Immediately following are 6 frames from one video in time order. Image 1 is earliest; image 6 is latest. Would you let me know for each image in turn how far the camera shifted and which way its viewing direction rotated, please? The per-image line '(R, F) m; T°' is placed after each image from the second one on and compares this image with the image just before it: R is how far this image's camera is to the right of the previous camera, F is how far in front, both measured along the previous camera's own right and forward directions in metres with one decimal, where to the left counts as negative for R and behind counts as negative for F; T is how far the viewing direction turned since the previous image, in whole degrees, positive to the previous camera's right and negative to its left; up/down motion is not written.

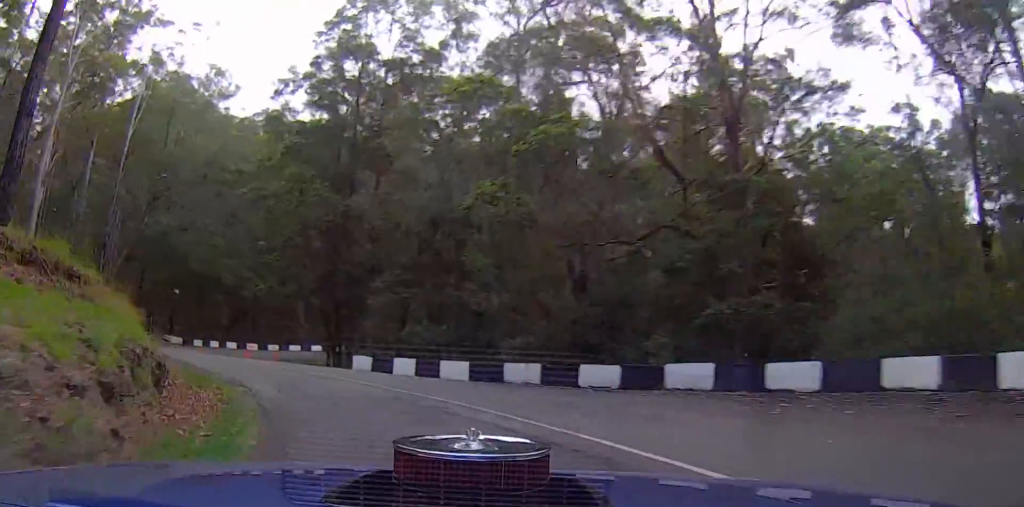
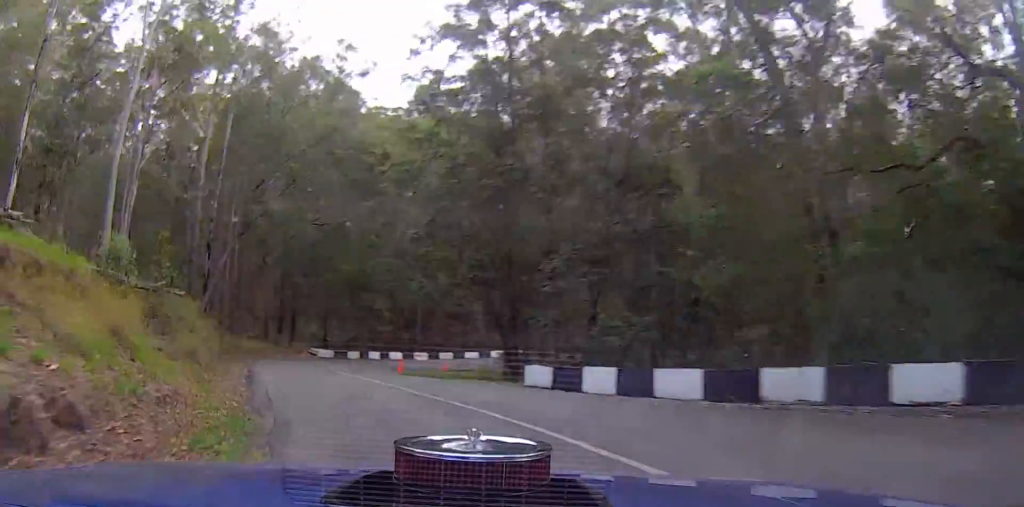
(+0.1, +8.0) m; -14°
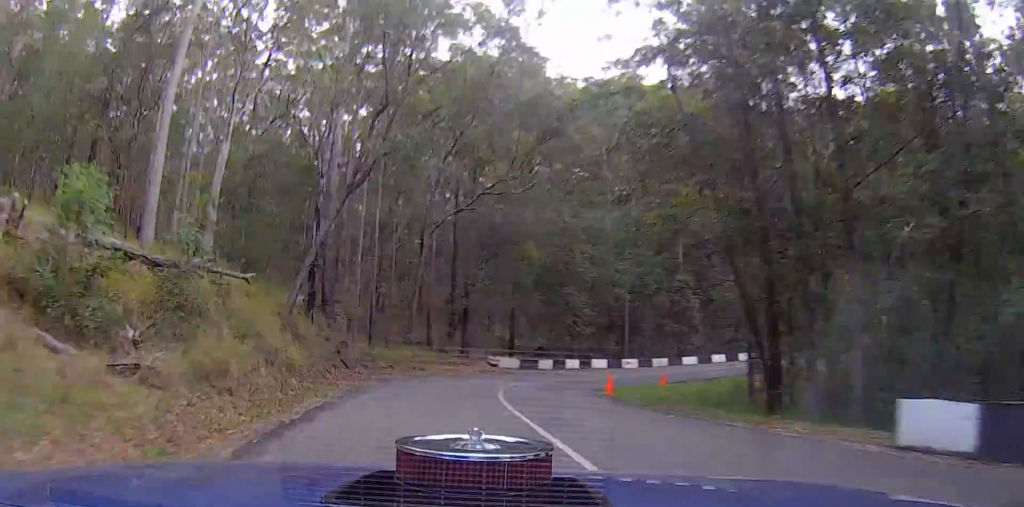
(-2.8, +11.0) m; -3°
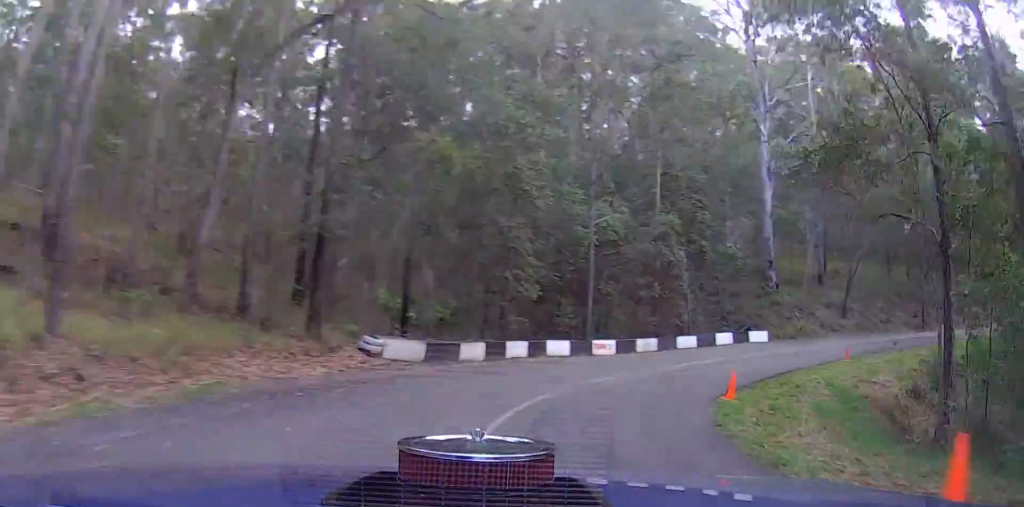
(+0.5, +18.3) m; +8°
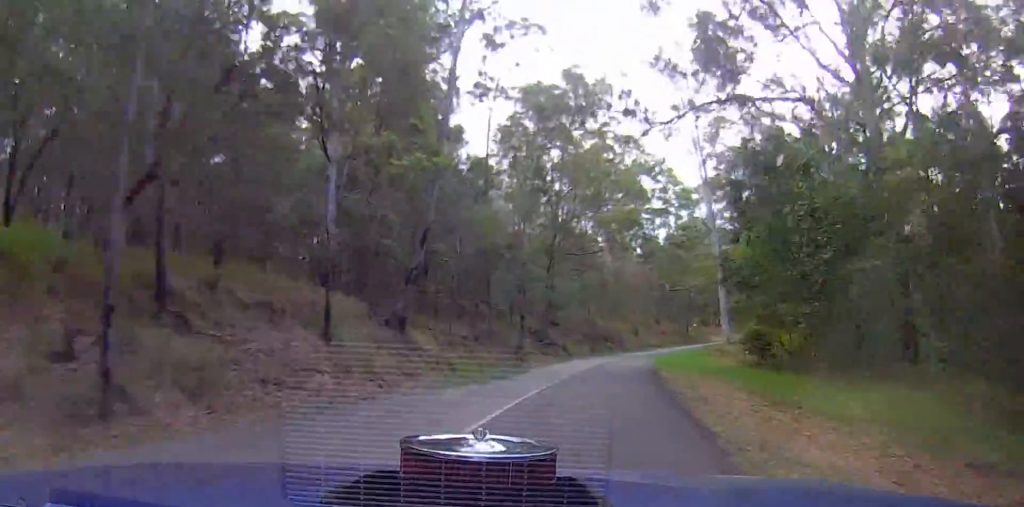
(+5.1, +38.9) m; +27°
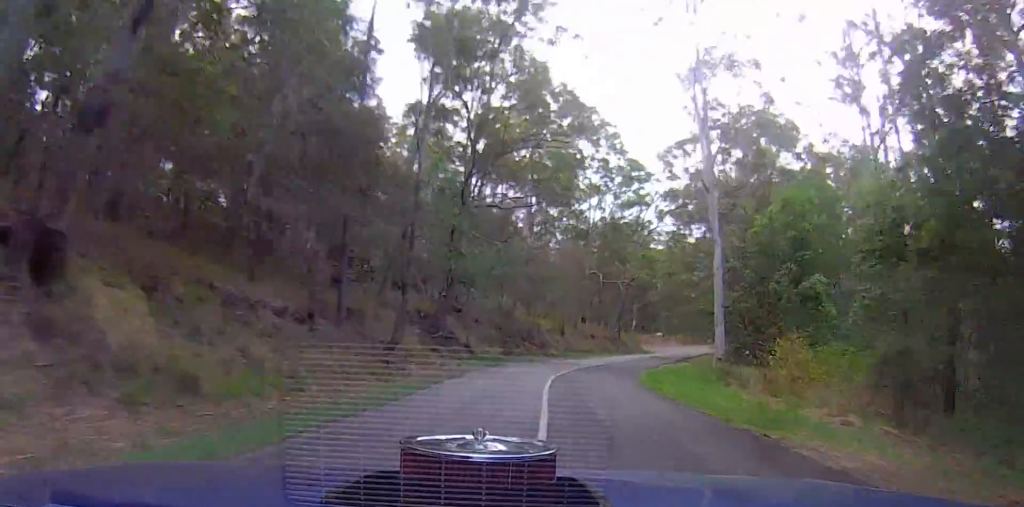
(+3.4, +13.1) m; +14°
